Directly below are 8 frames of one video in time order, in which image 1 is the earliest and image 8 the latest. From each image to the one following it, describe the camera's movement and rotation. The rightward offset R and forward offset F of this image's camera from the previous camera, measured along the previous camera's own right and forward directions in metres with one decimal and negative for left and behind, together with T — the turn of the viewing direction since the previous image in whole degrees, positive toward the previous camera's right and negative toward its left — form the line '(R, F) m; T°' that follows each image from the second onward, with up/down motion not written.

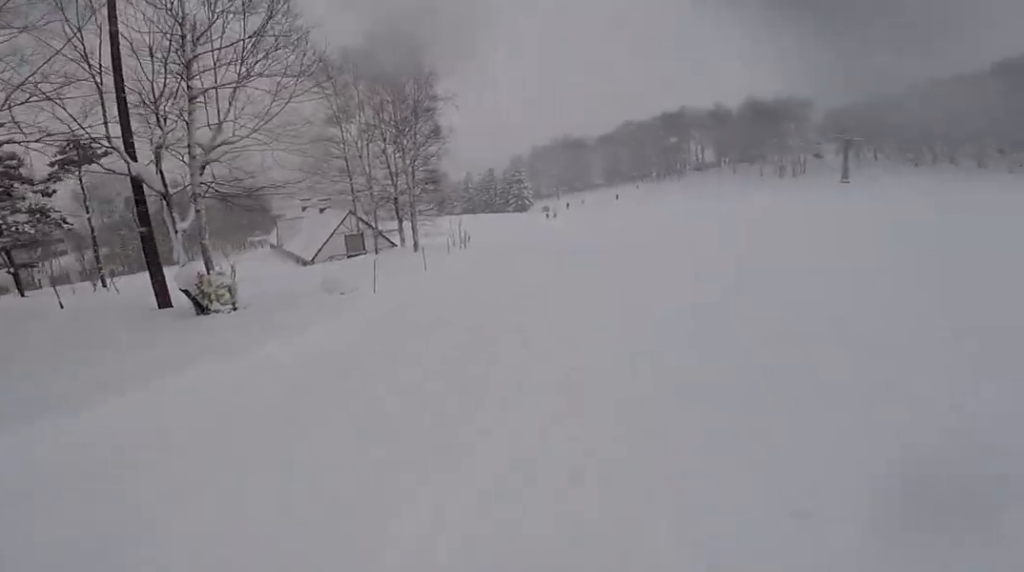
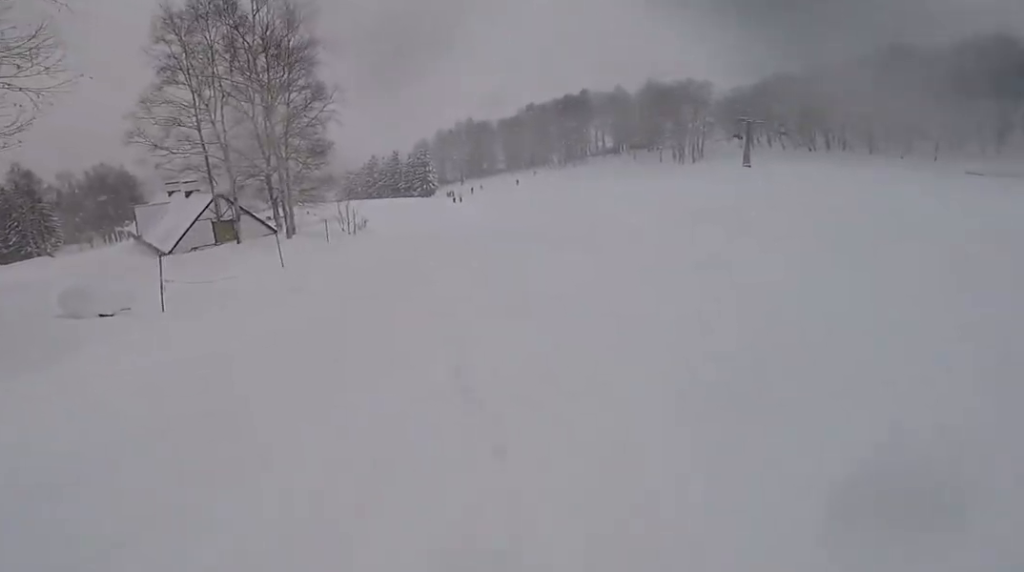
(+0.2, +7.0) m; +2°
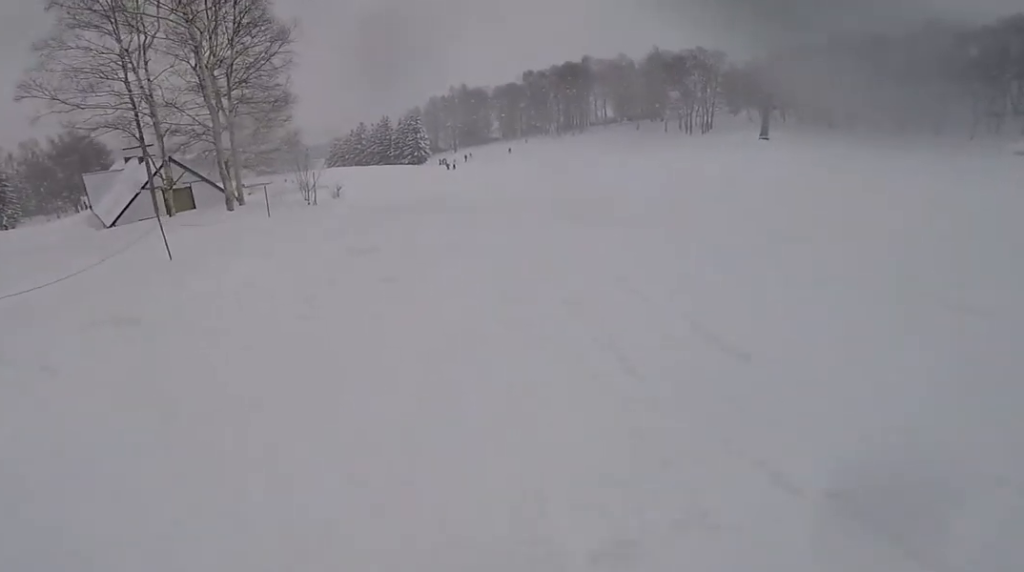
(-0.3, +5.4) m; +5°
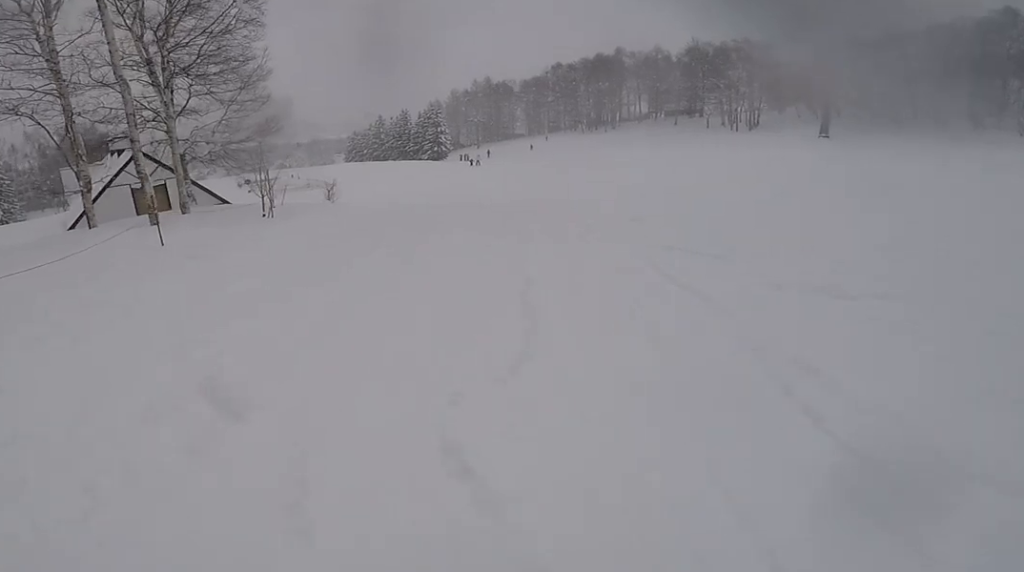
(+0.8, +6.4) m; 0°
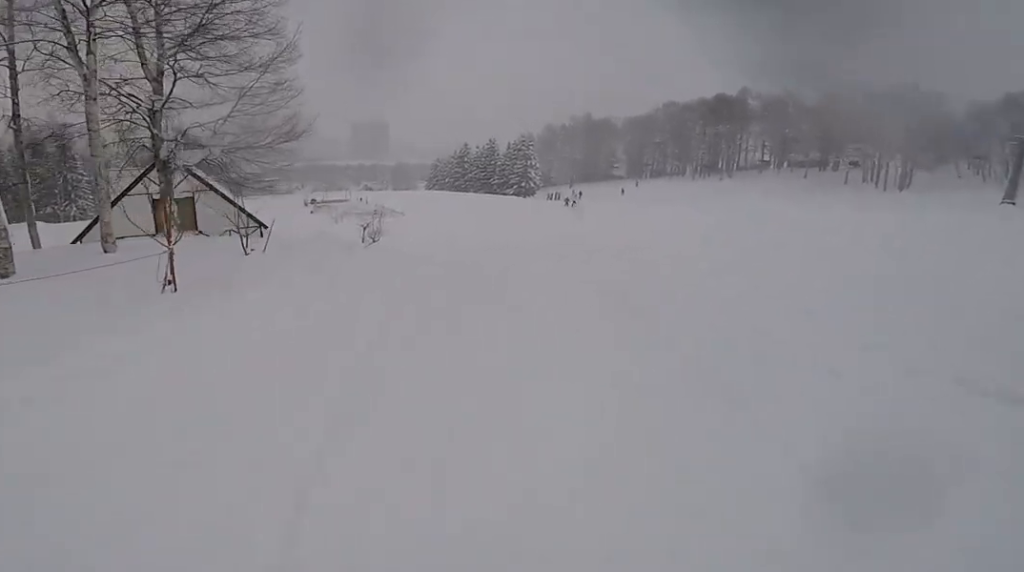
(-0.5, +7.6) m; -9°
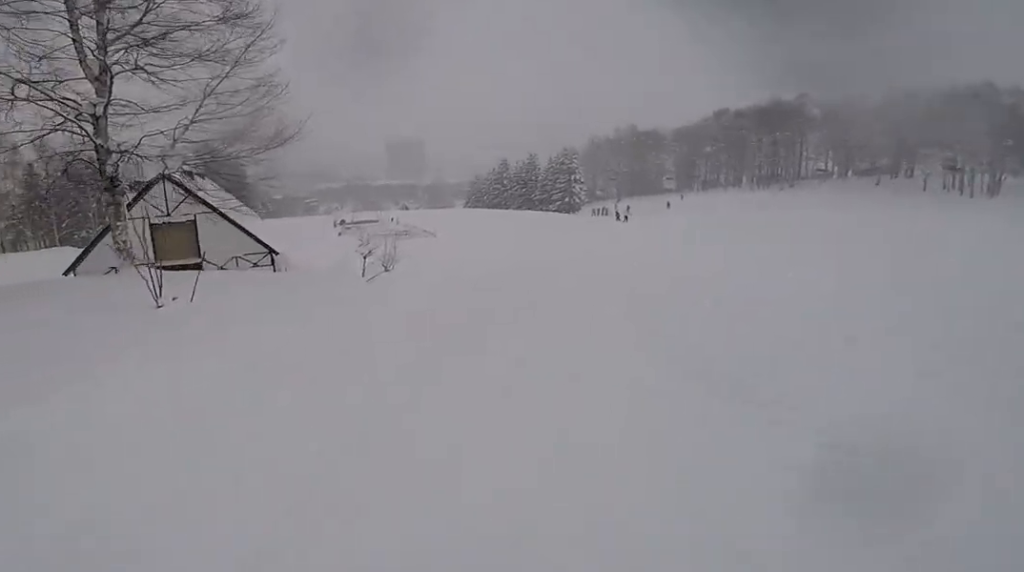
(-0.2, +4.0) m; -5°
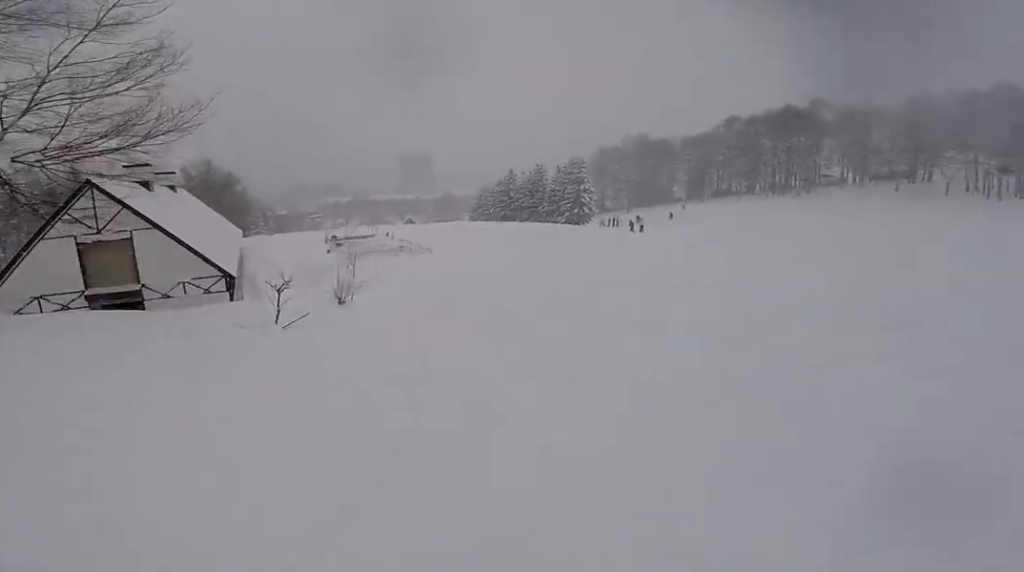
(-0.2, +4.7) m; 0°
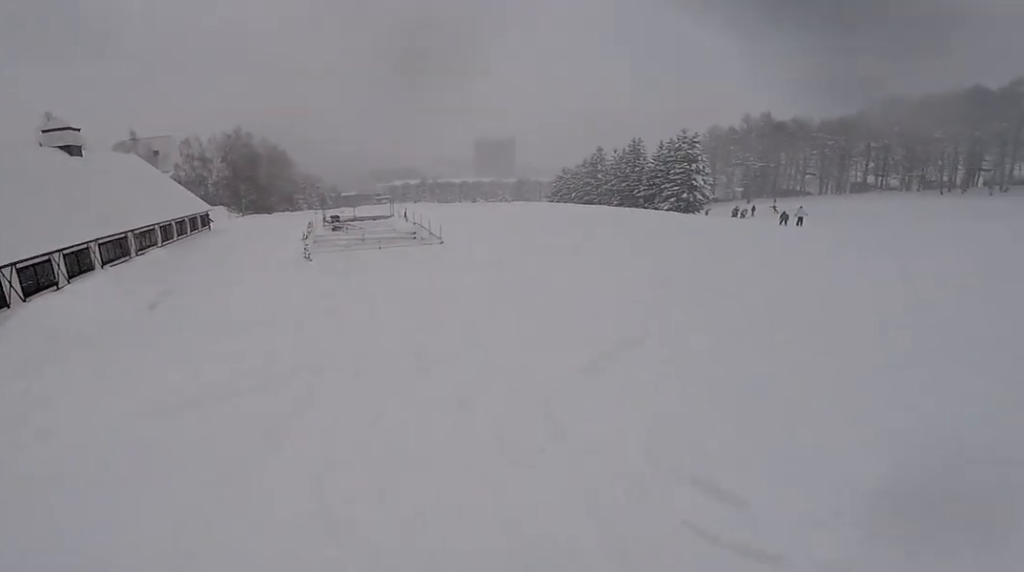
(+0.5, +15.3) m; +3°
